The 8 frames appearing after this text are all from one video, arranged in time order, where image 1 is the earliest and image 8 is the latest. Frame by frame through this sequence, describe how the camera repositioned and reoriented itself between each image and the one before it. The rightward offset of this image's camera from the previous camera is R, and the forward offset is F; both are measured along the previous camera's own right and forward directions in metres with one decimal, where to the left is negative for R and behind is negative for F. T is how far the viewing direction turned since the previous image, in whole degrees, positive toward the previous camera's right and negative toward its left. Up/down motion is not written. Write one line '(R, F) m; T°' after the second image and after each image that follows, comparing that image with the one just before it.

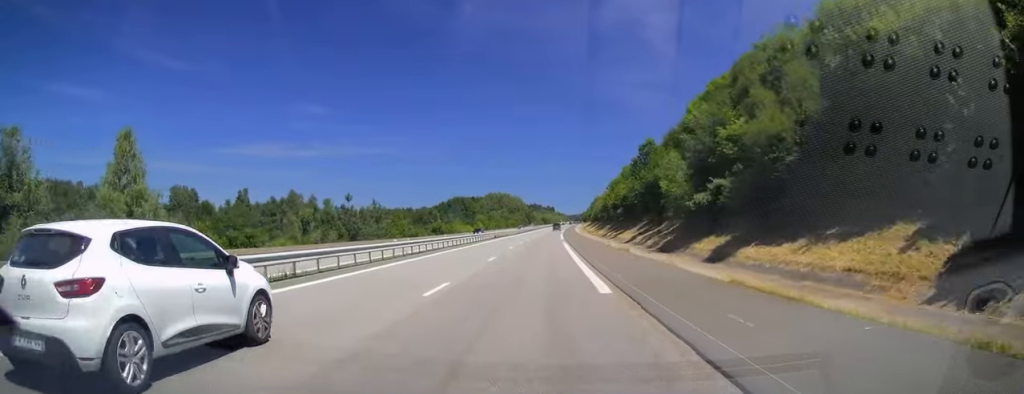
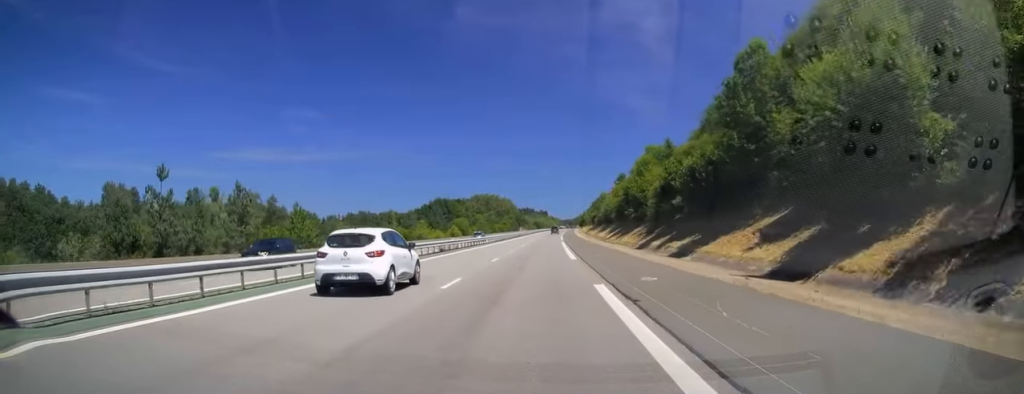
(0.0, +37.0) m; 0°
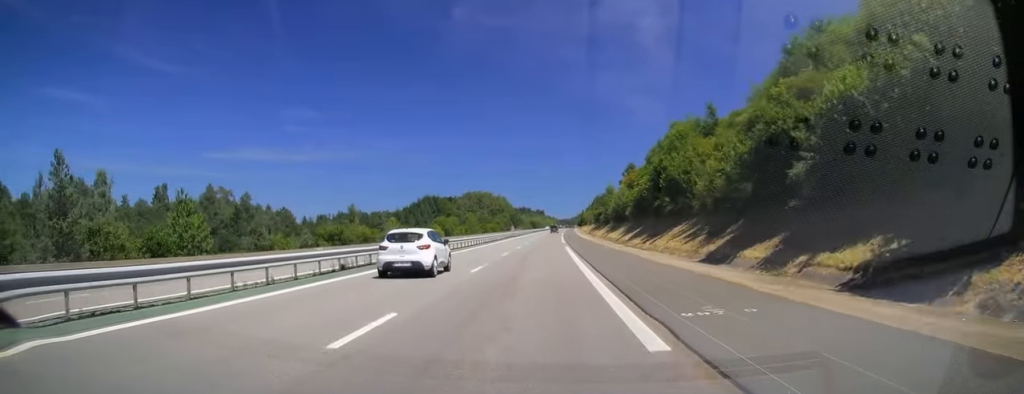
(0.0, +20.5) m; 0°
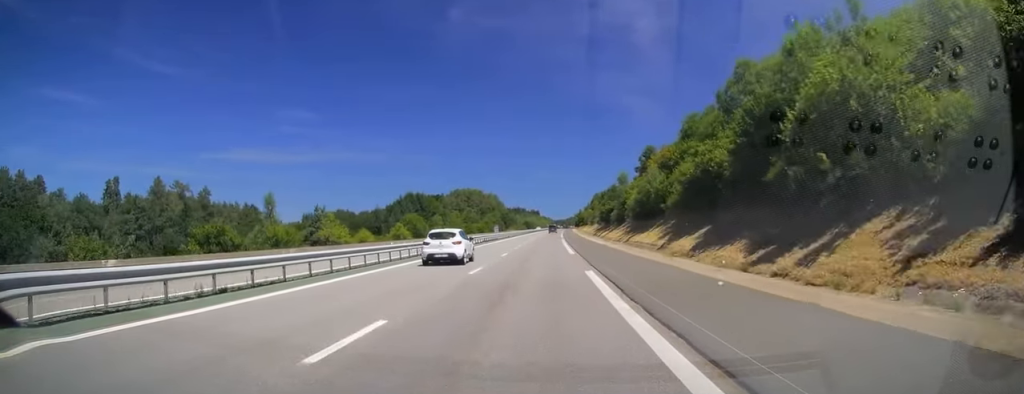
(+0.2, +26.8) m; +1°
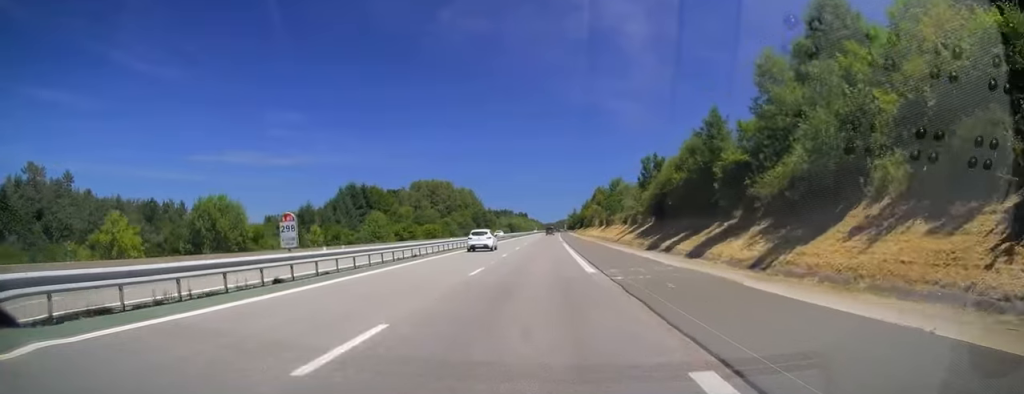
(+0.5, +65.4) m; +1°
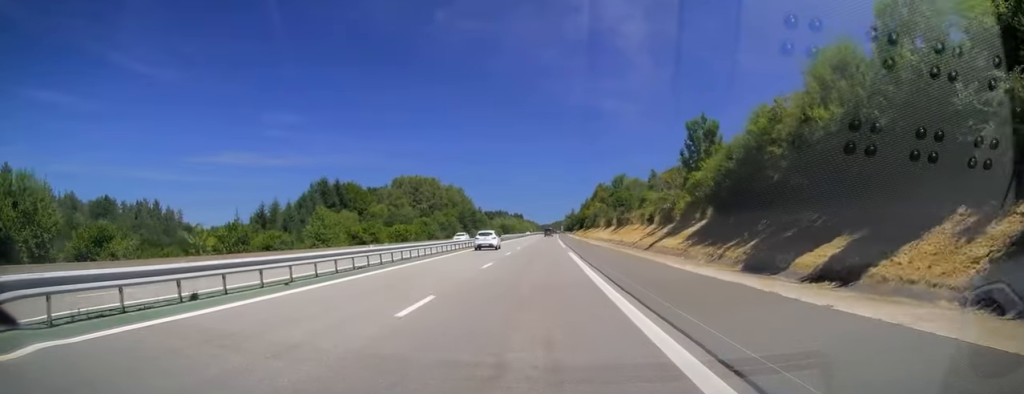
(+0.2, +22.0) m; +1°
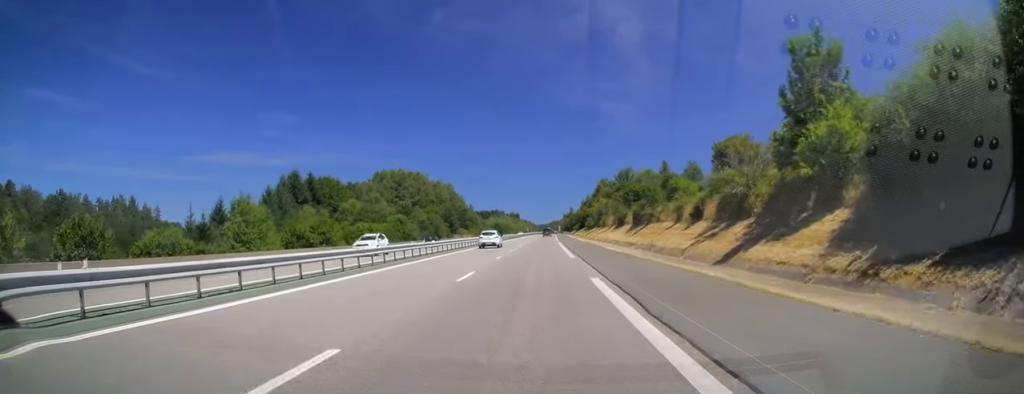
(+0.2, +19.0) m; 0°
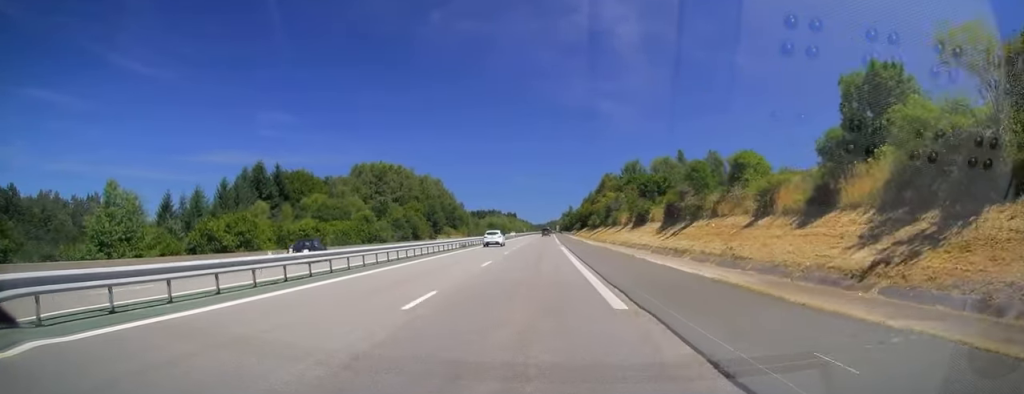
(0.0, +19.1) m; -1°
